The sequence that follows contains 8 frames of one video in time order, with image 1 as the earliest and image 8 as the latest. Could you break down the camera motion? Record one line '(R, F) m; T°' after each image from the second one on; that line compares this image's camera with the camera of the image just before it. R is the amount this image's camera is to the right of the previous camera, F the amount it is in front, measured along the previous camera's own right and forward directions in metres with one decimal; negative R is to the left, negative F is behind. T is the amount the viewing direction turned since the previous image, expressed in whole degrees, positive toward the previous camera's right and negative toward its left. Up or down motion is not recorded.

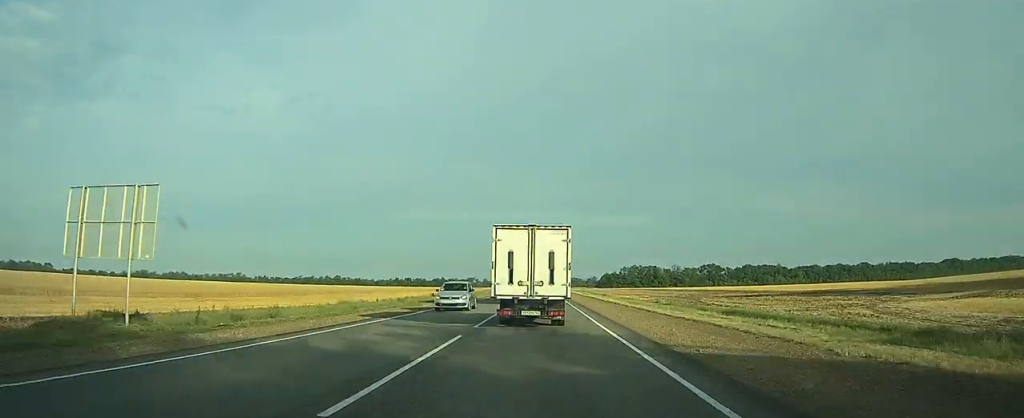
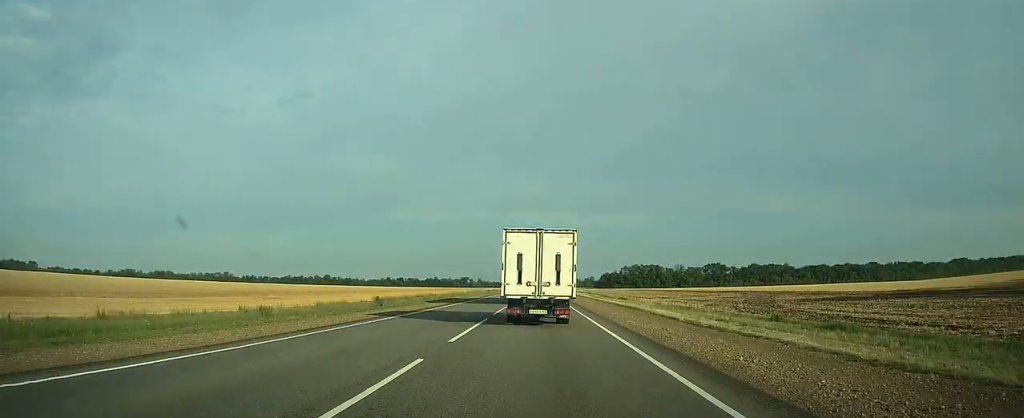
(0.0, +28.9) m; 0°
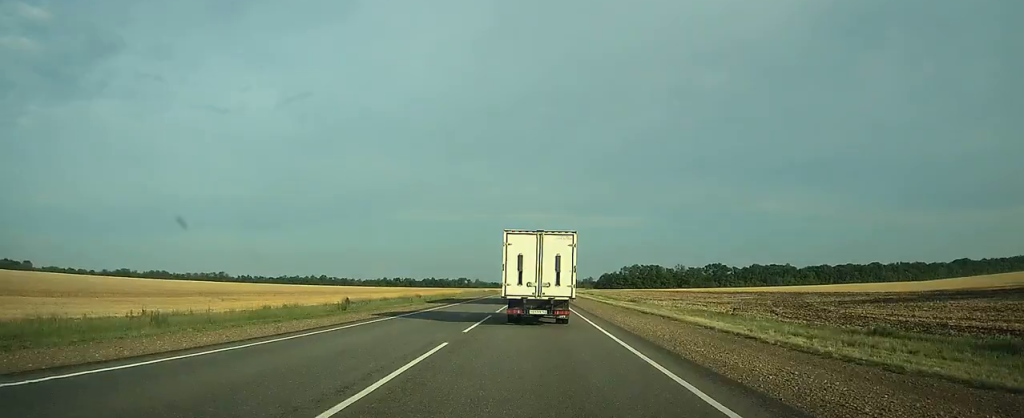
(0.0, +9.1) m; 0°
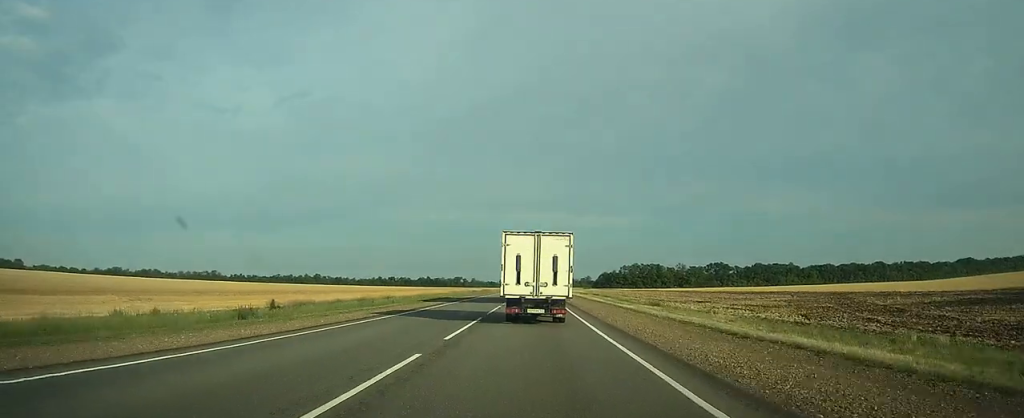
(0.0, +14.4) m; 0°
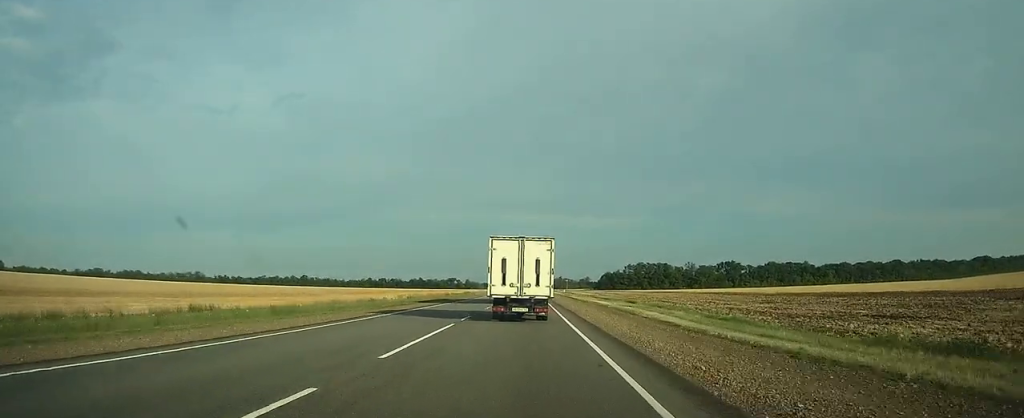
(0.0, +40.0) m; 0°
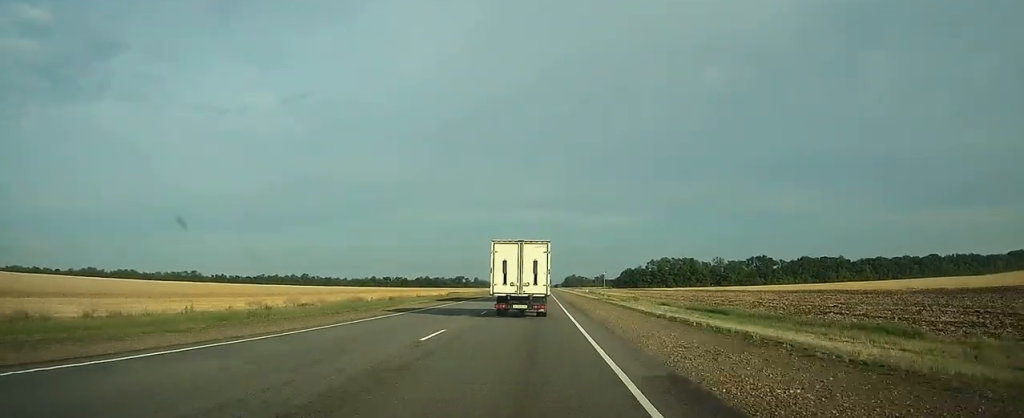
(0.0, +44.3) m; 0°
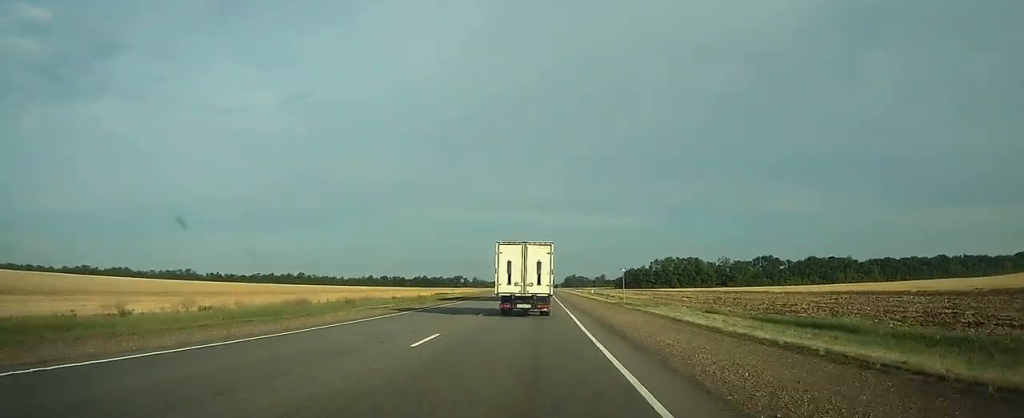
(0.0, +13.5) m; 0°
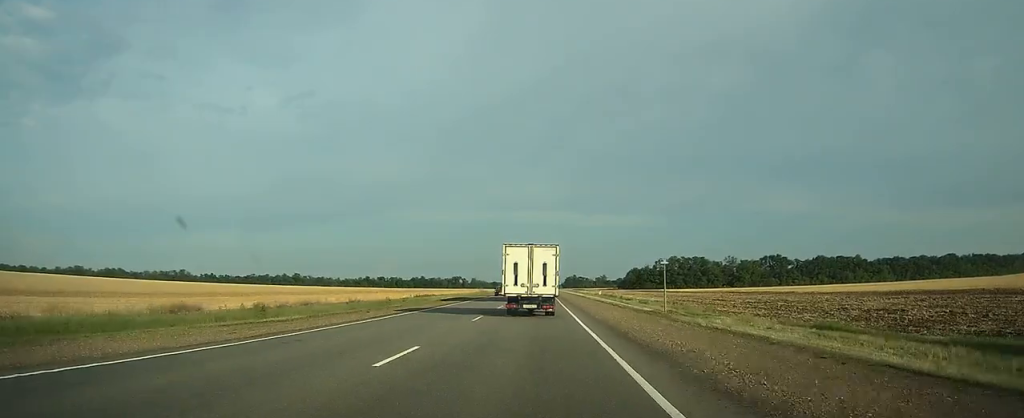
(0.0, +15.0) m; 0°
